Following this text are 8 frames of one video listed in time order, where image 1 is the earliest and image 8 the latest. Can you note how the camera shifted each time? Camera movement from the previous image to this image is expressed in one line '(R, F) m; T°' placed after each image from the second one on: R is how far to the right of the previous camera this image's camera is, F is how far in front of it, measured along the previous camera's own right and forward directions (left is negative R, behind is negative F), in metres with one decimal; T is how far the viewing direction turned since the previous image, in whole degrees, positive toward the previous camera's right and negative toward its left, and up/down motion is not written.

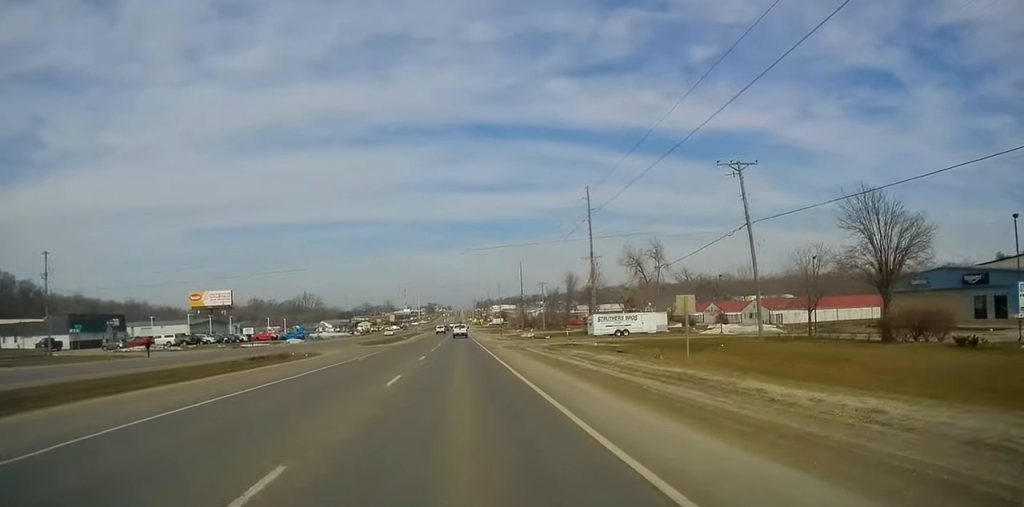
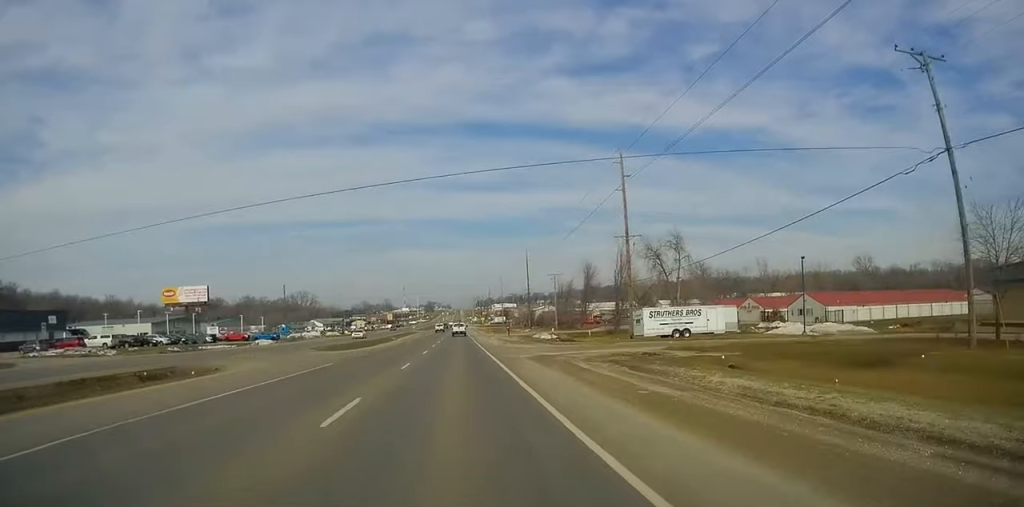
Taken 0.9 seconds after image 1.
(-0.7, +18.2) m; 0°
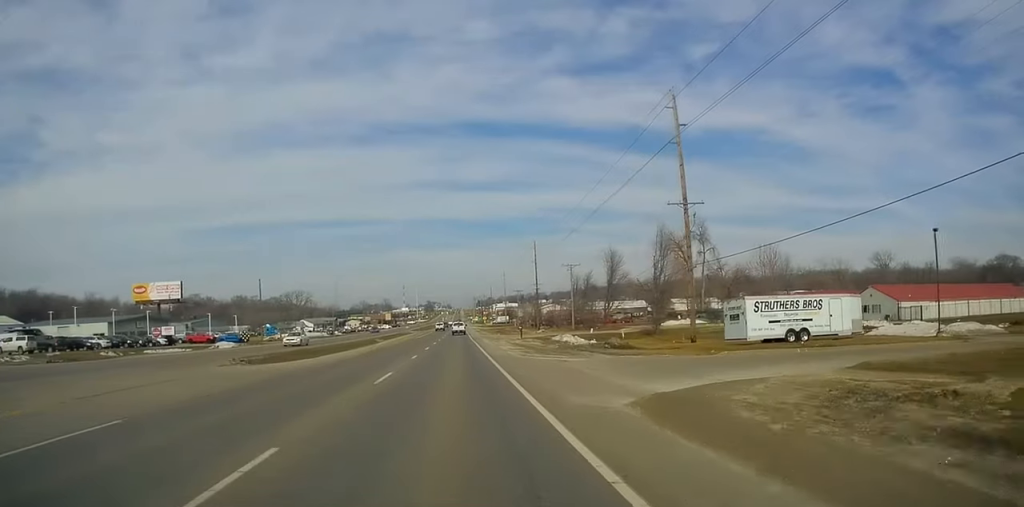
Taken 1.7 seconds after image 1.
(+0.7, +17.6) m; +2°
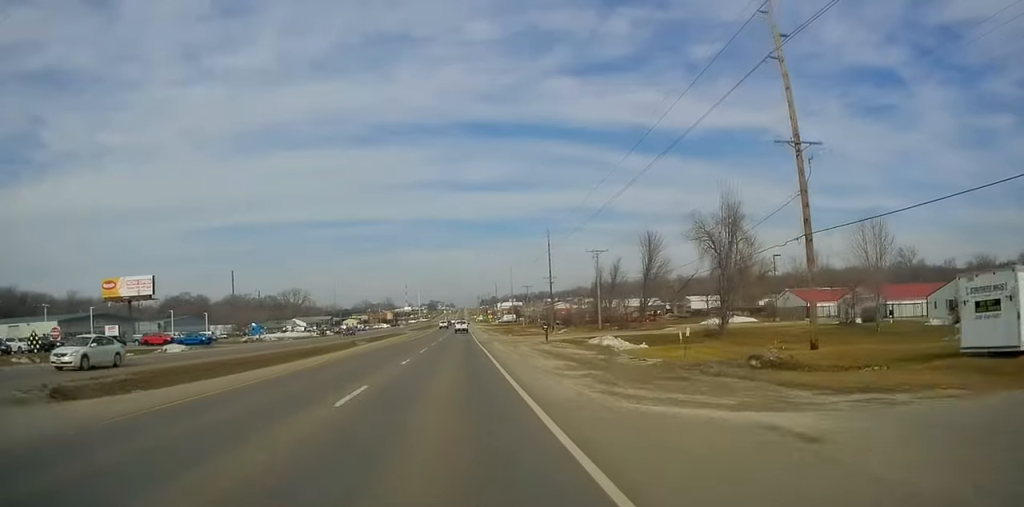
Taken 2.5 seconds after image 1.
(+0.1, +16.9) m; -1°
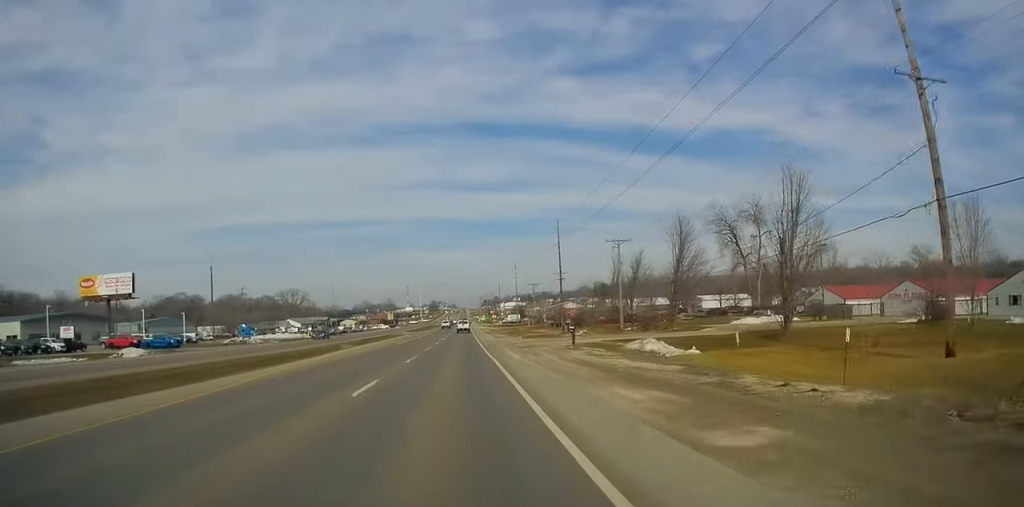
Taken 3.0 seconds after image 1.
(+0.1, +10.2) m; -1°
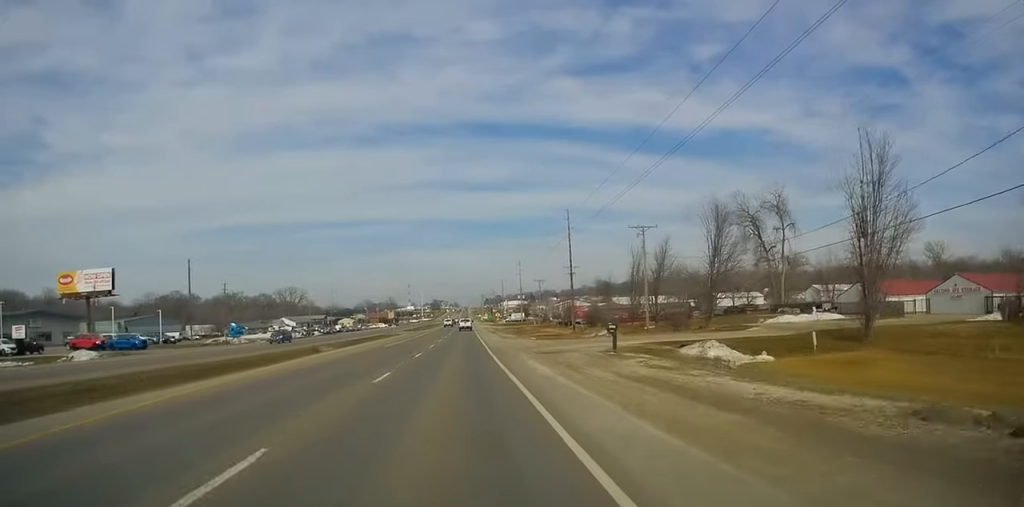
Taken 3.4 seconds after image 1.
(-0.4, +9.4) m; 0°
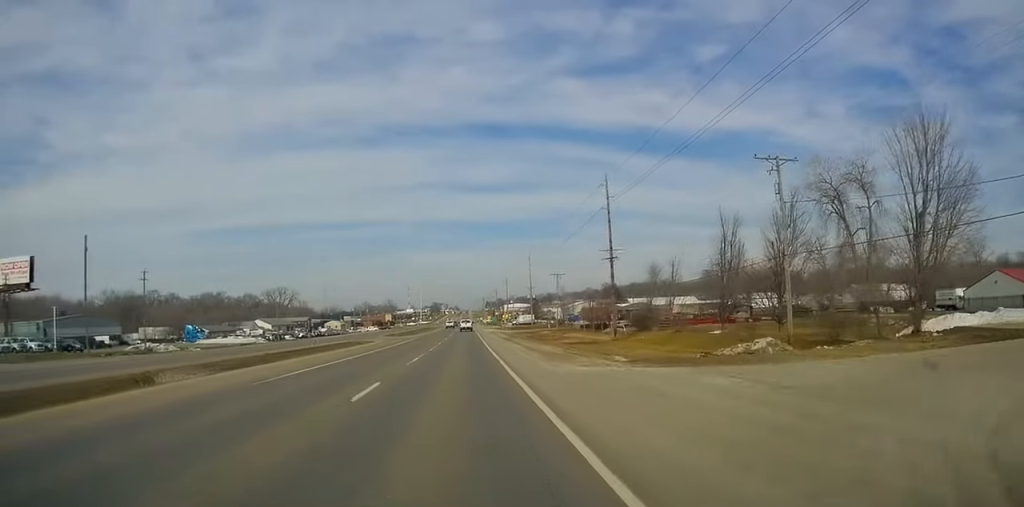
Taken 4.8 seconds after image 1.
(+0.3, +28.4) m; +1°
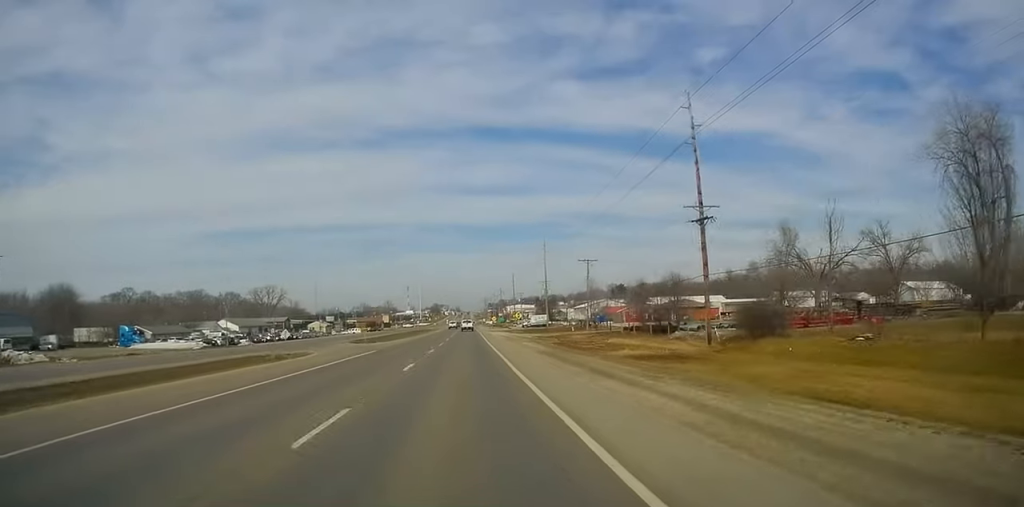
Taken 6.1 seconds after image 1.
(-0.5, +29.3) m; -2°
